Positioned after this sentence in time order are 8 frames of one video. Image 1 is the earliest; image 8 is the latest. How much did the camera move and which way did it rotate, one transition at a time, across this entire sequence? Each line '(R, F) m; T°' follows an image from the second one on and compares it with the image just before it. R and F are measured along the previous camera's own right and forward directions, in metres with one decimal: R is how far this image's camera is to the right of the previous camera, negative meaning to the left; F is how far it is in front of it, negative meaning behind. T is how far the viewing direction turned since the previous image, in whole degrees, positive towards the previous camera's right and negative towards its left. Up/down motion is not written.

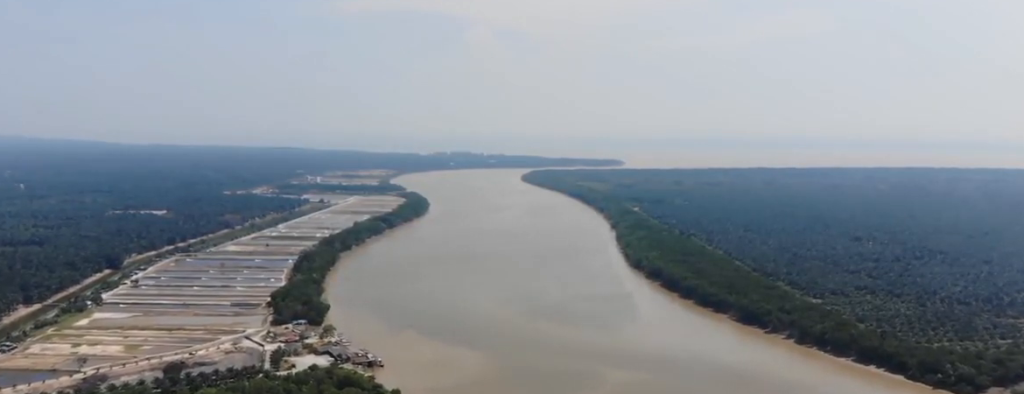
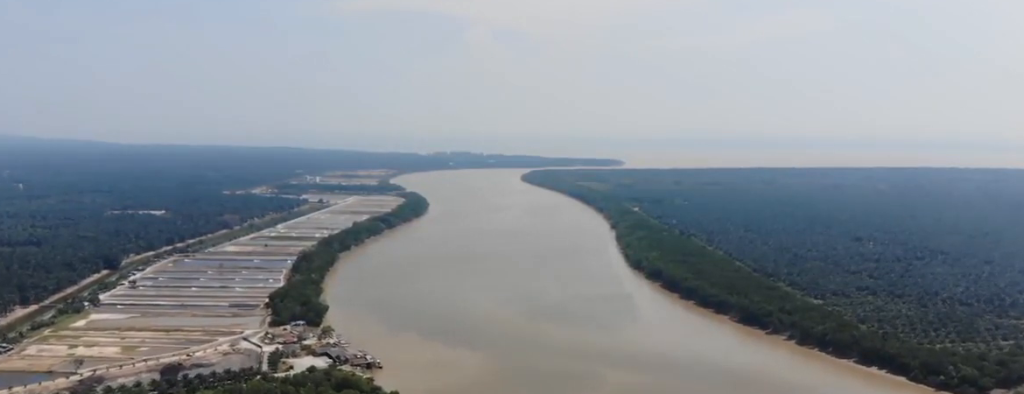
(0.0, +4.2) m; 0°
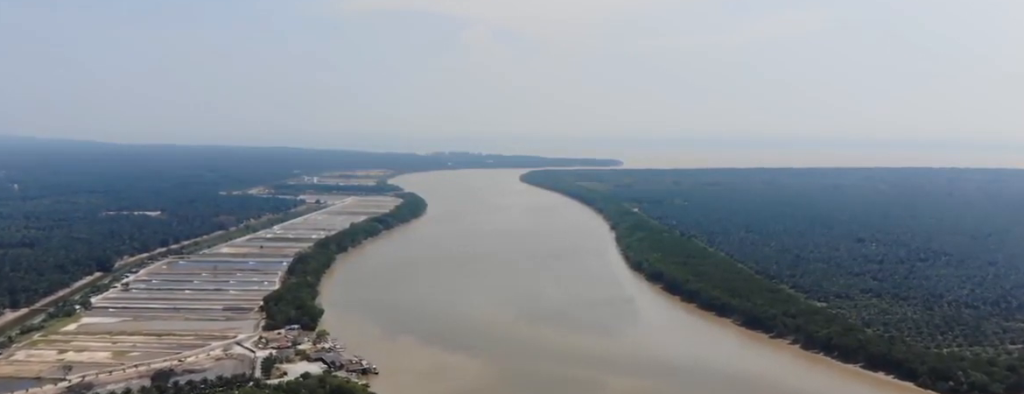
(+0.1, +12.9) m; +1°
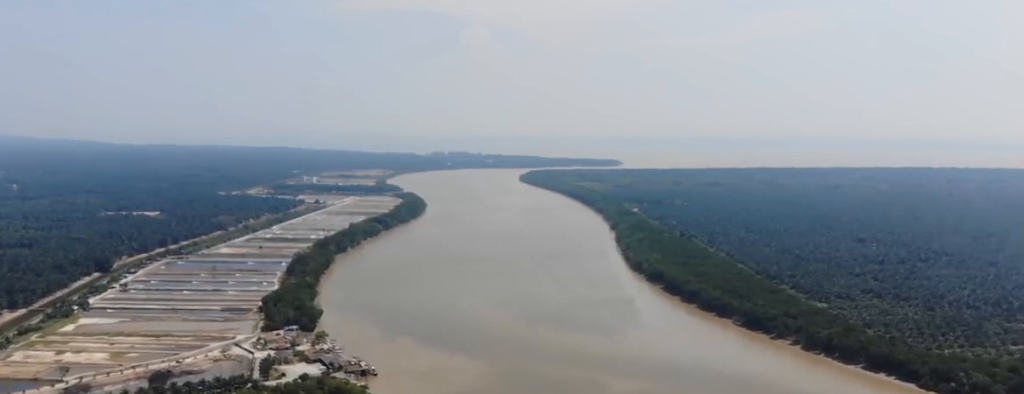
(0.0, +3.0) m; 0°
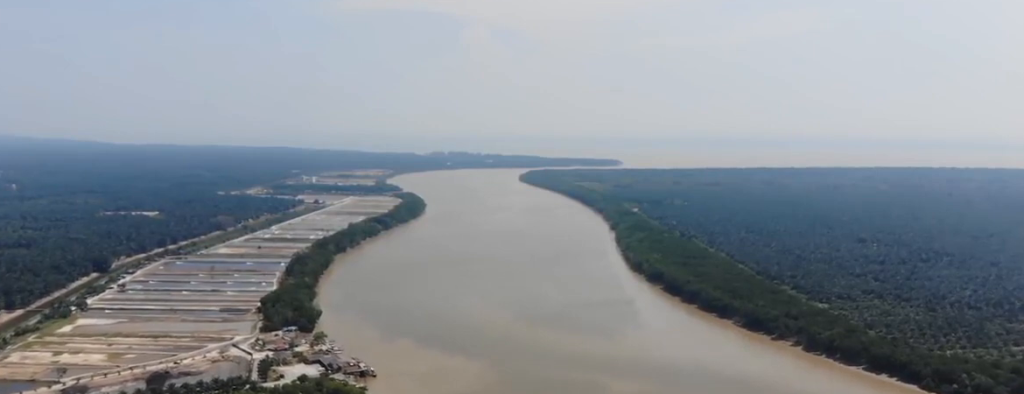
(0.0, +3.3) m; 0°
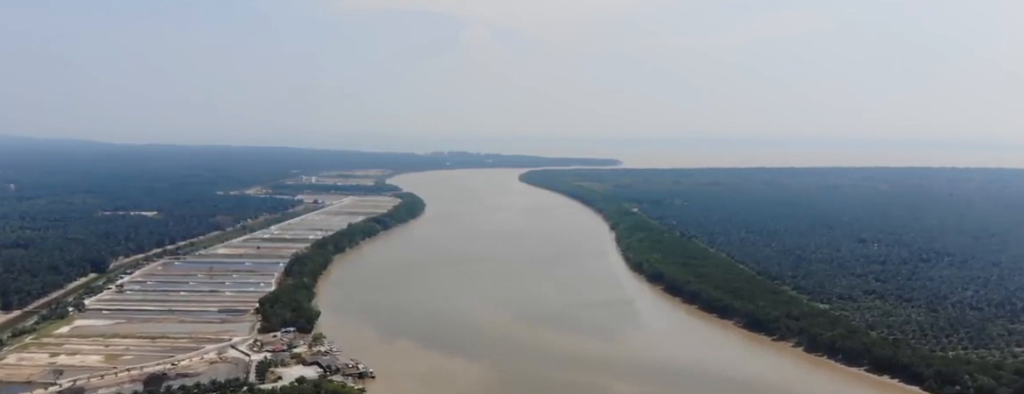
(0.0, +3.5) m; 0°
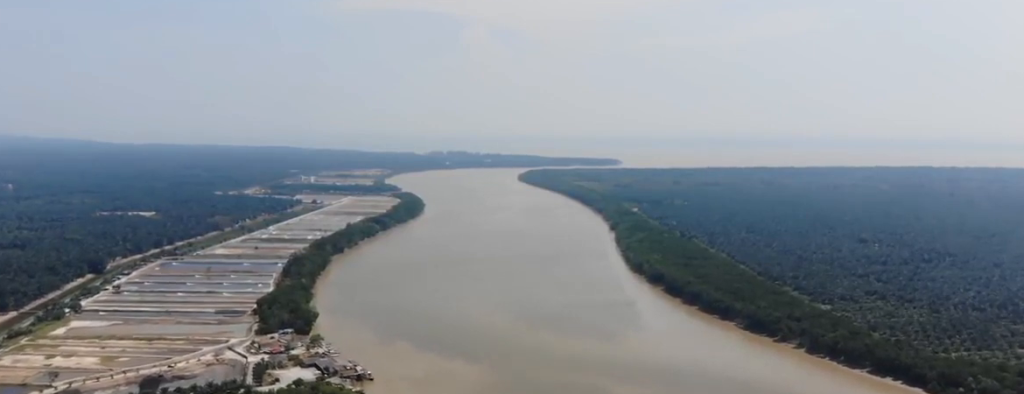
(0.0, +5.1) m; 0°
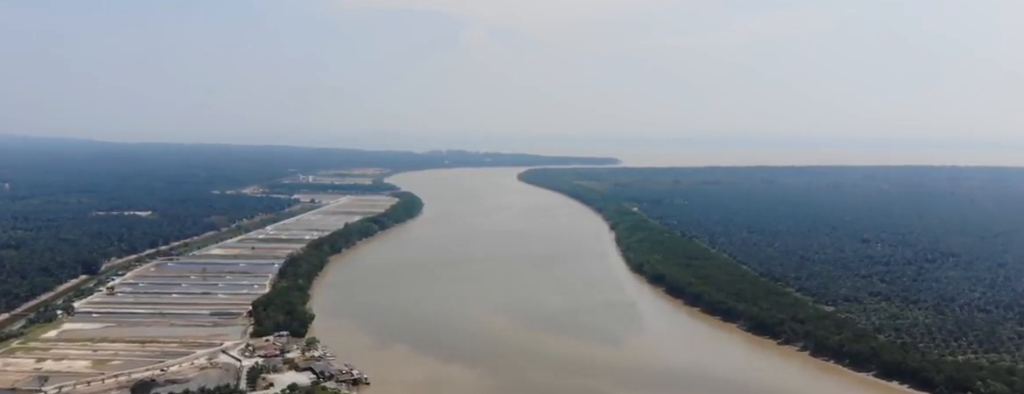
(0.0, +11.0) m; +1°
